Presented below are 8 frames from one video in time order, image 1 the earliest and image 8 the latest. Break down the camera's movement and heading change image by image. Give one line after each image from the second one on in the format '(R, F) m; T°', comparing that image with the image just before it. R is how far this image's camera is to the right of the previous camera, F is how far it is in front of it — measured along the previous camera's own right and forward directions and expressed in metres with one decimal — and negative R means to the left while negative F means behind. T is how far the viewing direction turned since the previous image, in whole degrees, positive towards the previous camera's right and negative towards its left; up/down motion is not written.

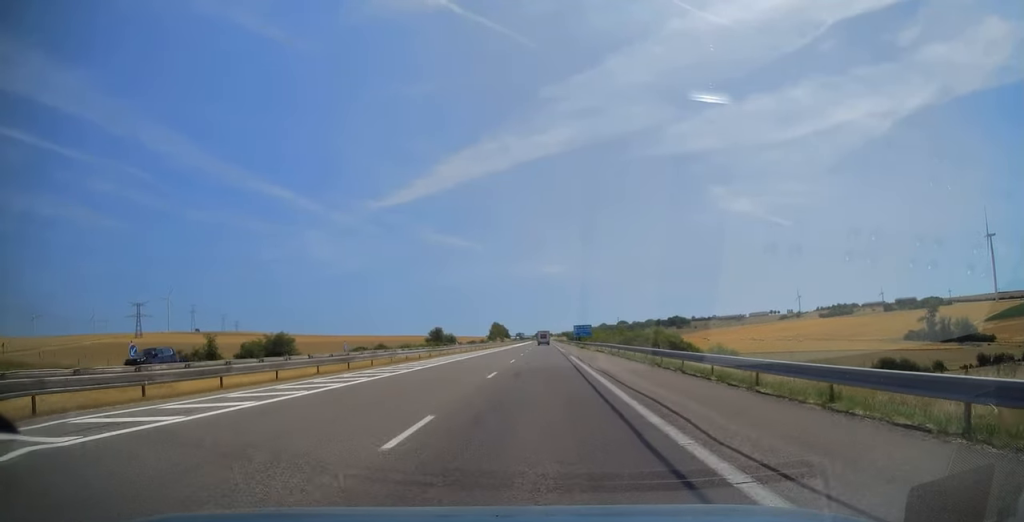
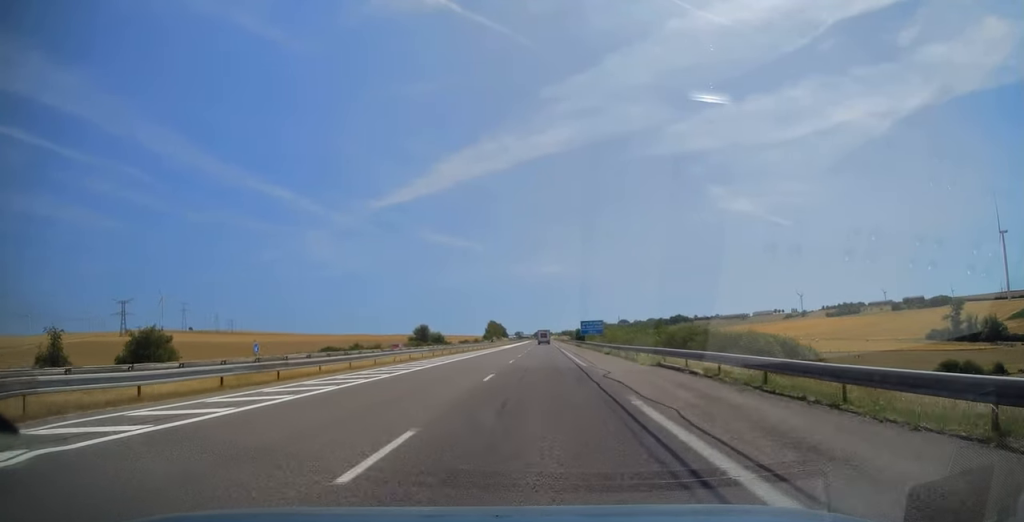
(0.0, +28.5) m; 0°
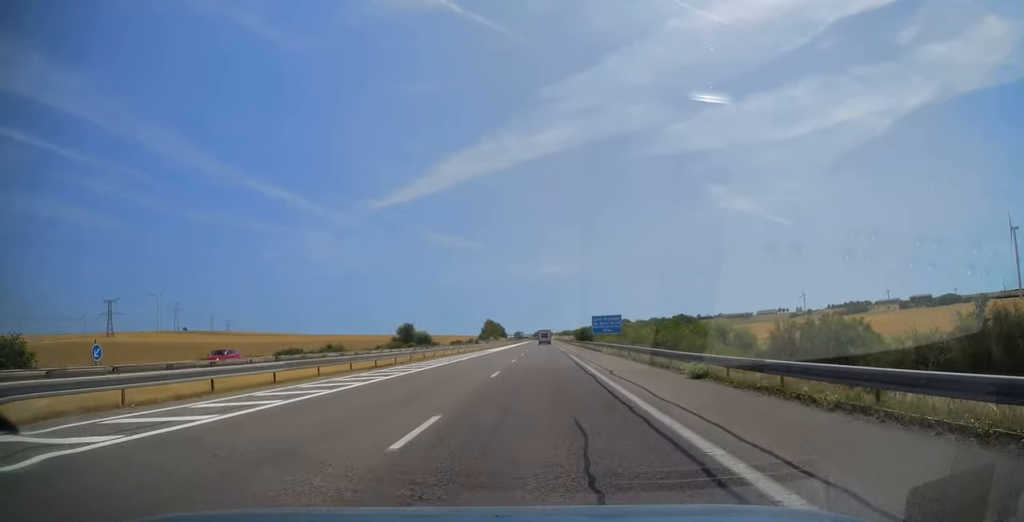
(0.0, +25.1) m; 0°
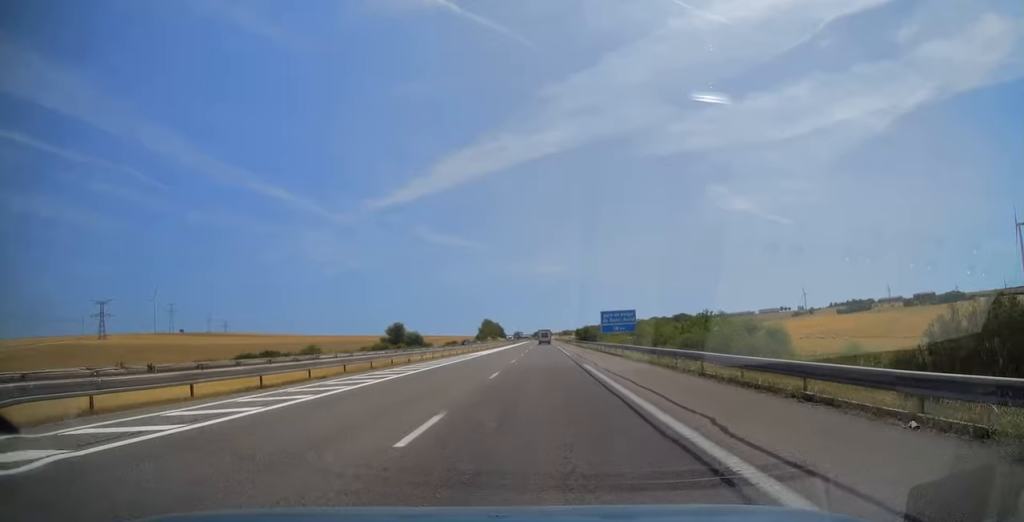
(0.0, +13.3) m; 0°
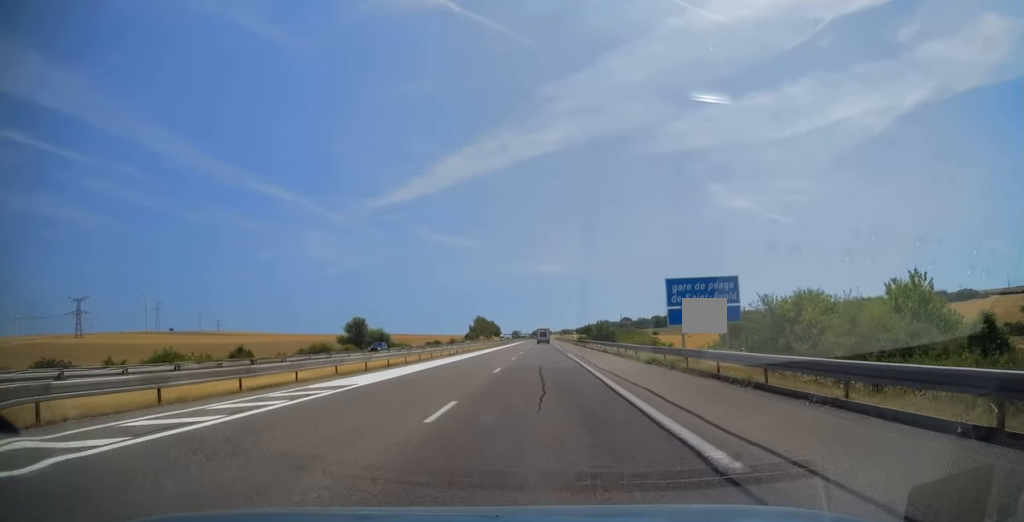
(-0.4, +37.8) m; 0°
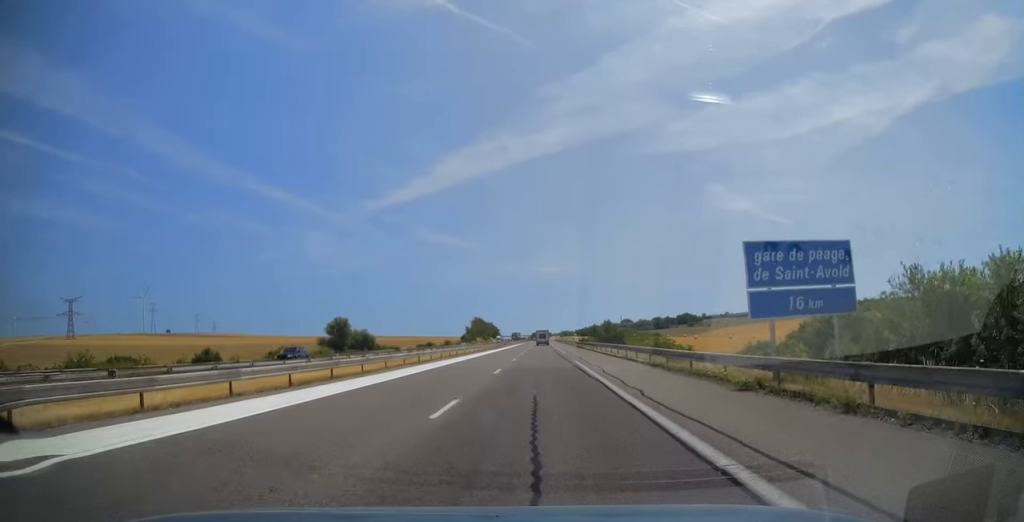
(0.0, +12.8) m; 0°
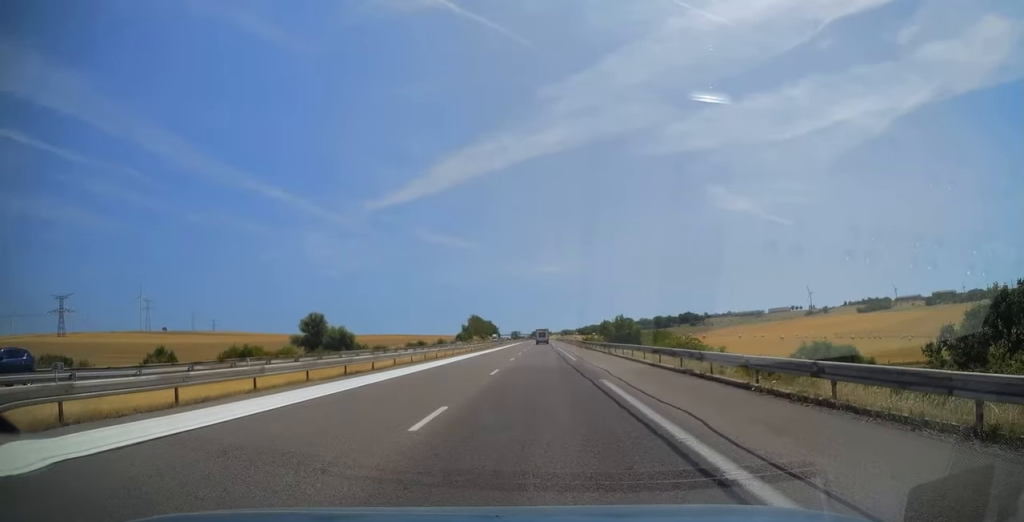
(+0.2, +14.8) m; 0°
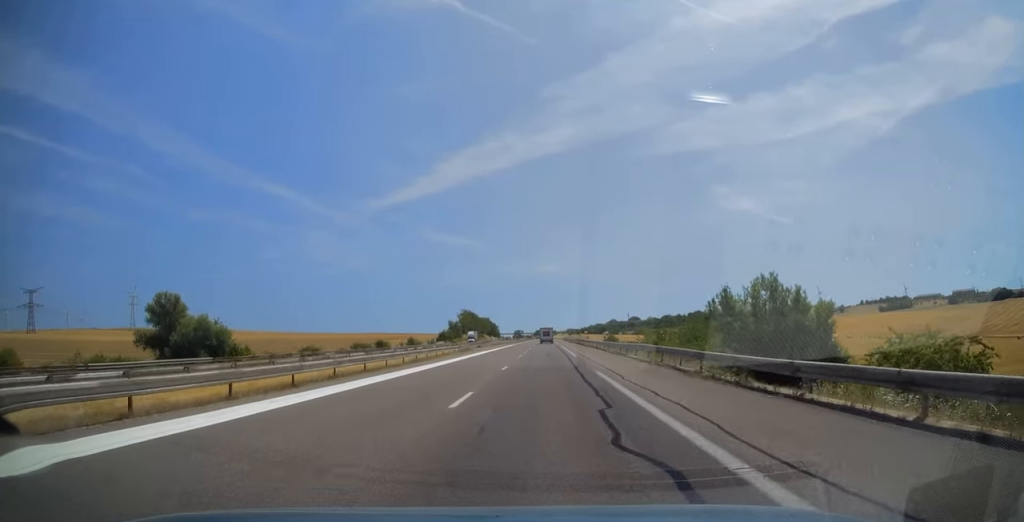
(+0.1, +50.7) m; 0°
